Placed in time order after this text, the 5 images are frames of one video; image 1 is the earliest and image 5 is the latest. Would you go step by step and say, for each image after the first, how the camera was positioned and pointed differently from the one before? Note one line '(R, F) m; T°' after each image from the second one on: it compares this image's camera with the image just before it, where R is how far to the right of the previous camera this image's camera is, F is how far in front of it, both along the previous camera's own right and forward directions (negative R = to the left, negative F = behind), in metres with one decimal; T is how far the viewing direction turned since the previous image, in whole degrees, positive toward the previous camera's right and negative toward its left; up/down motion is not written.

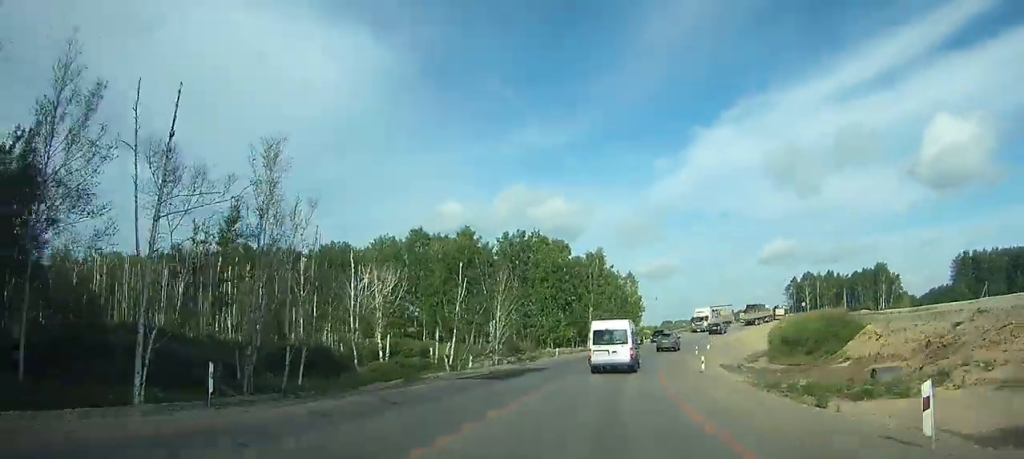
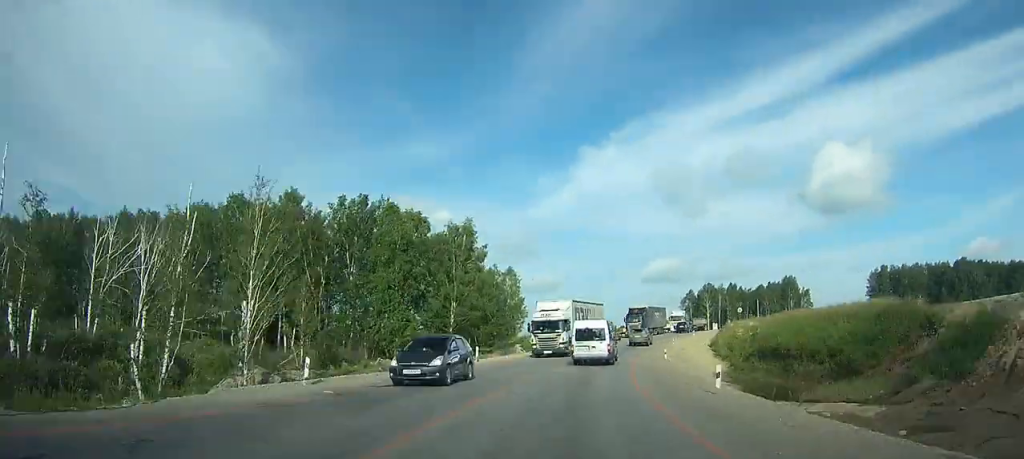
(+2.7, +31.8) m; +11°
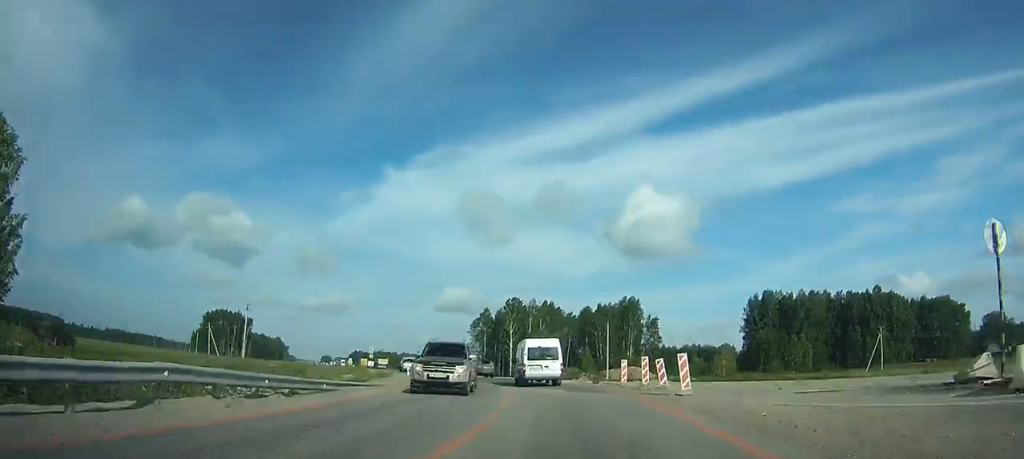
(+15.6, +84.6) m; +15°
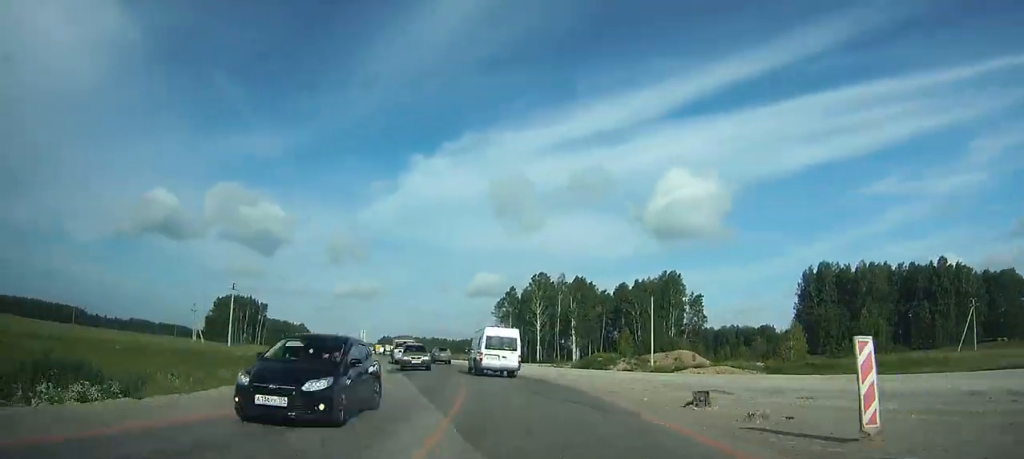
(-0.3, +19.7) m; -3°
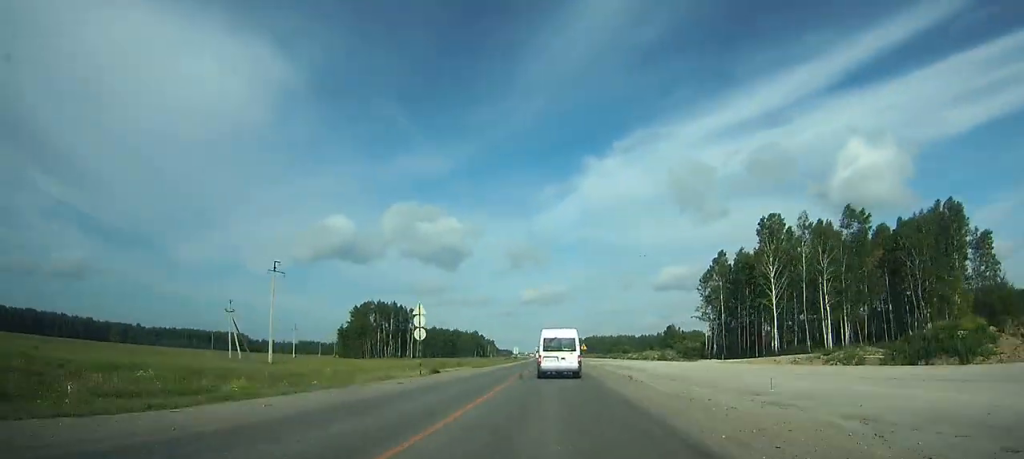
(-6.4, +54.8) m; -12°
